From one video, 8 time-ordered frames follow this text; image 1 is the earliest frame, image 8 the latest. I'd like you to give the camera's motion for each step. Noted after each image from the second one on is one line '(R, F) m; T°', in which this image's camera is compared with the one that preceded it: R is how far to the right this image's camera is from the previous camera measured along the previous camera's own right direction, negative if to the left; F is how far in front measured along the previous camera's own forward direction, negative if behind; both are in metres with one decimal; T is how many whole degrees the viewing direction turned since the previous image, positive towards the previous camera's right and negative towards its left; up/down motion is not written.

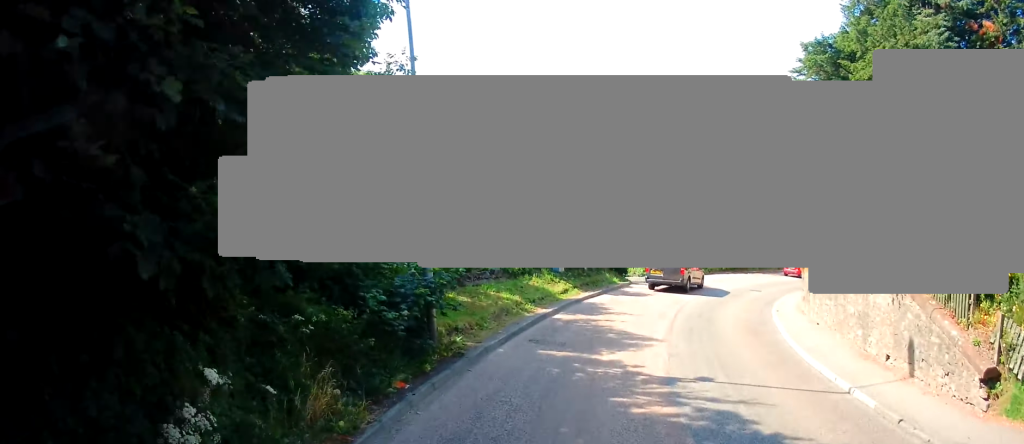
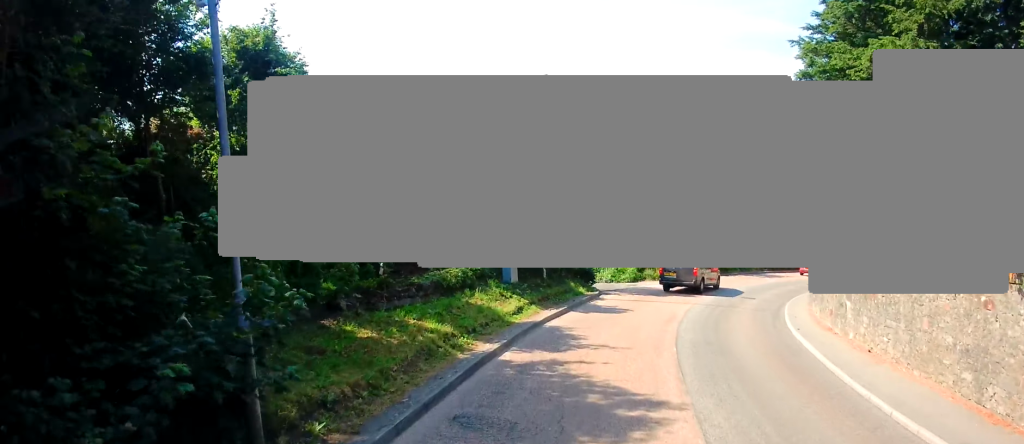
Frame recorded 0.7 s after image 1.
(+0.2, +4.6) m; +8°
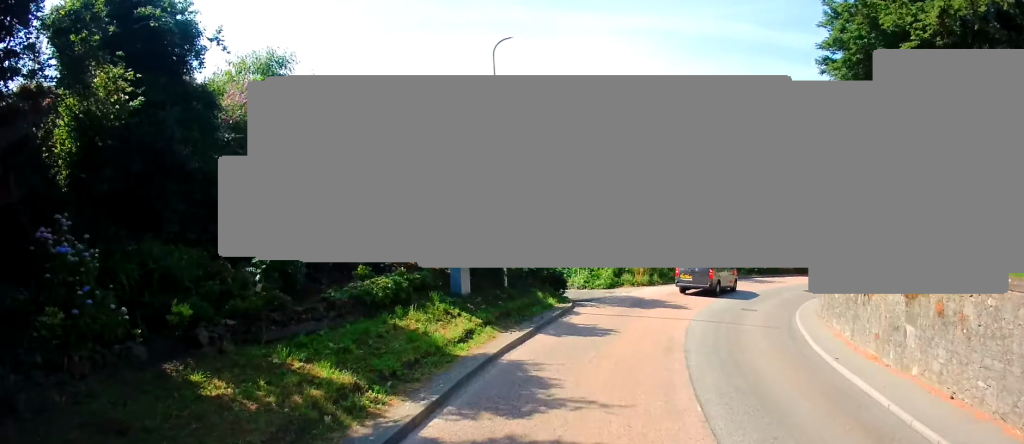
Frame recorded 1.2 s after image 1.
(+0.1, +3.6) m; +8°
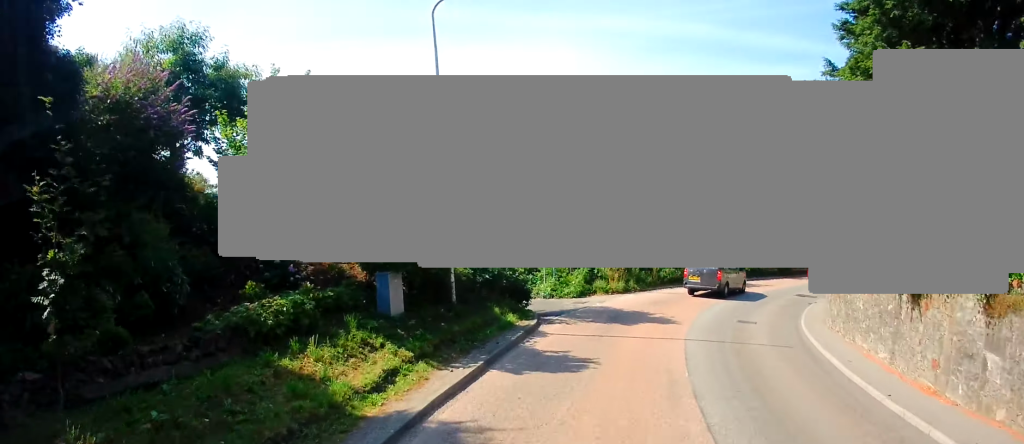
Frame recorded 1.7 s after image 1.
(+0.3, +3.1) m; +5°
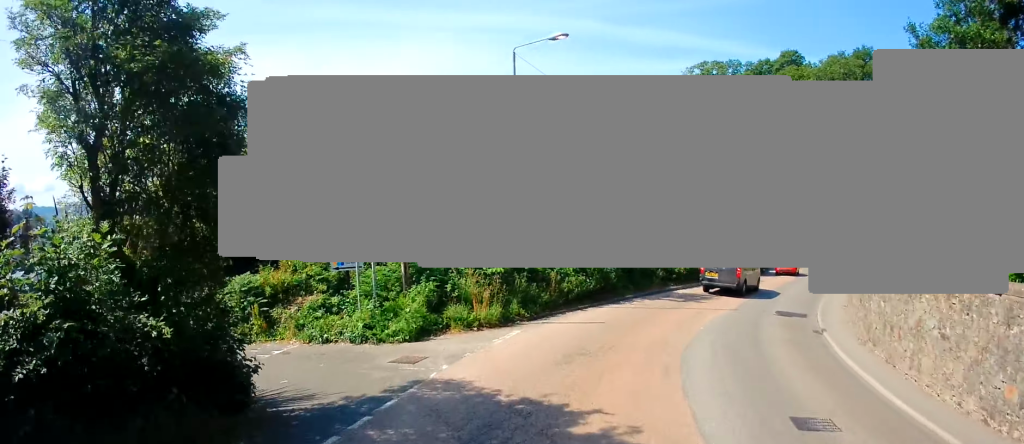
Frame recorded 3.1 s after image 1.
(+1.2, +10.9) m; +12°
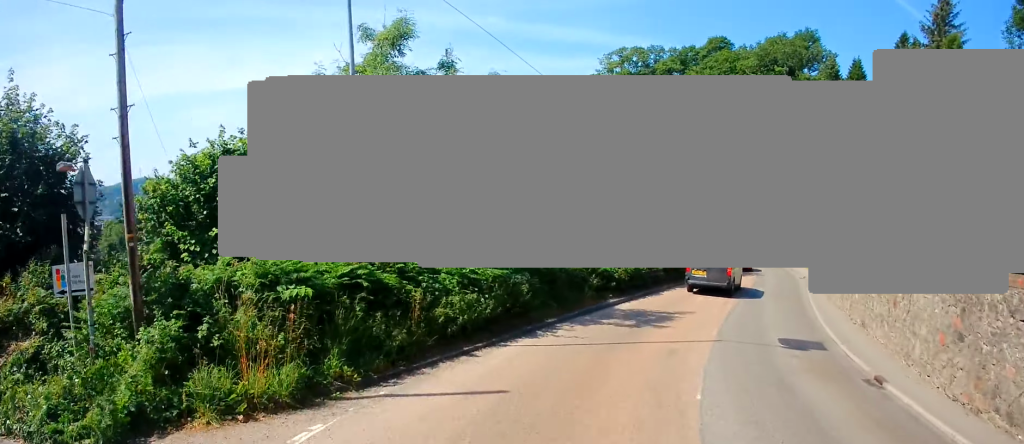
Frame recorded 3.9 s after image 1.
(+0.5, +7.1) m; +7°
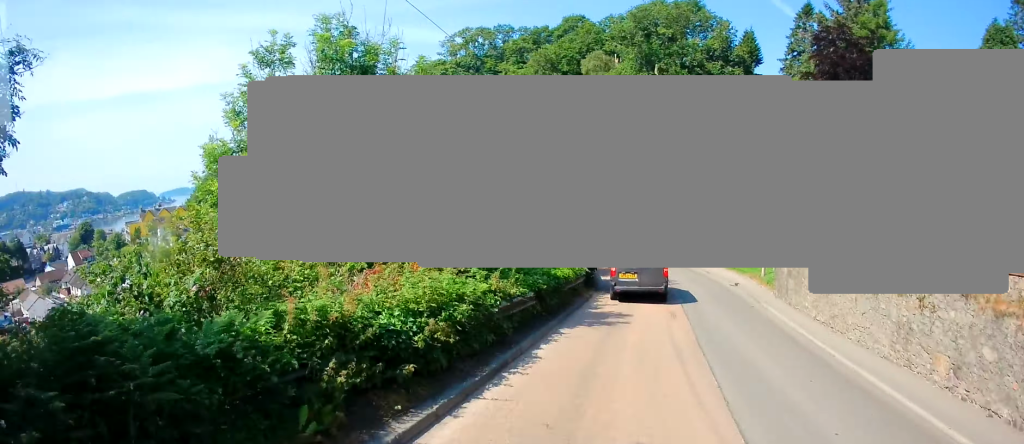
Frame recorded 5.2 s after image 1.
(+1.0, +11.6) m; +13°
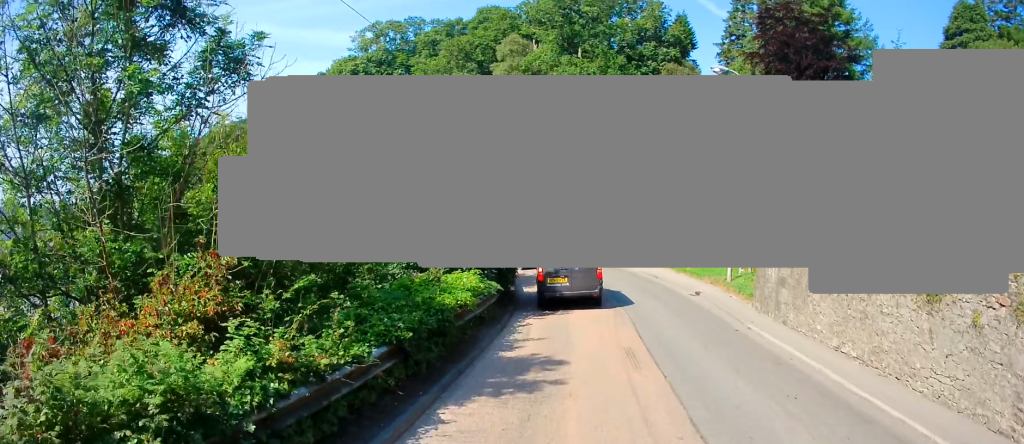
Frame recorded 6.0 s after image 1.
(+0.7, +6.3) m; +6°
